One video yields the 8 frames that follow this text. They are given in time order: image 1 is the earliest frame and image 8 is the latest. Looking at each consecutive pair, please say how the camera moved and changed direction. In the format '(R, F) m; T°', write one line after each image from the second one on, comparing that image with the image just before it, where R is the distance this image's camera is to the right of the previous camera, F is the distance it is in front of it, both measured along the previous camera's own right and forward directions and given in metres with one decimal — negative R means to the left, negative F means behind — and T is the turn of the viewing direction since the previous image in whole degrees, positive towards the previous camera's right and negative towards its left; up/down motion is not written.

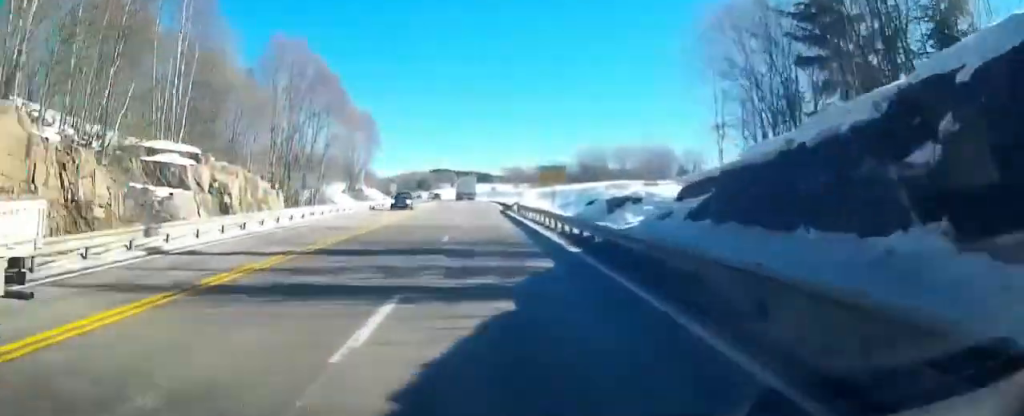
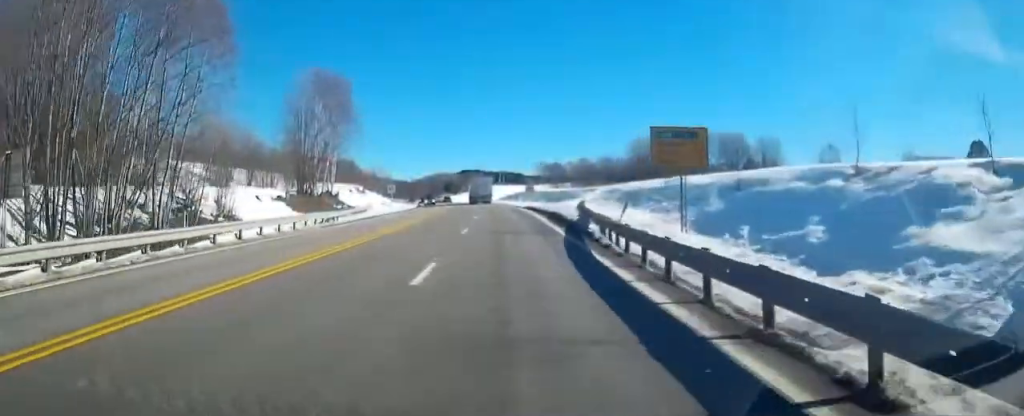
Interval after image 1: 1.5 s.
(-0.2, +33.9) m; +1°
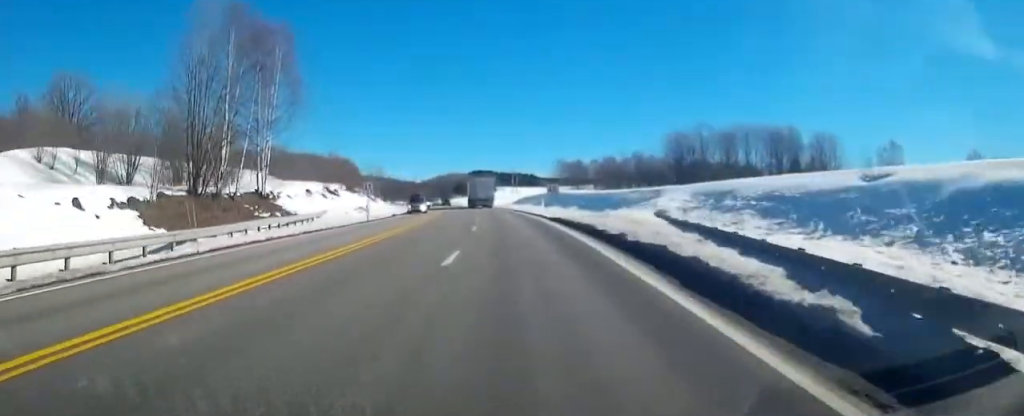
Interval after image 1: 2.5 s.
(+0.3, +22.3) m; -1°
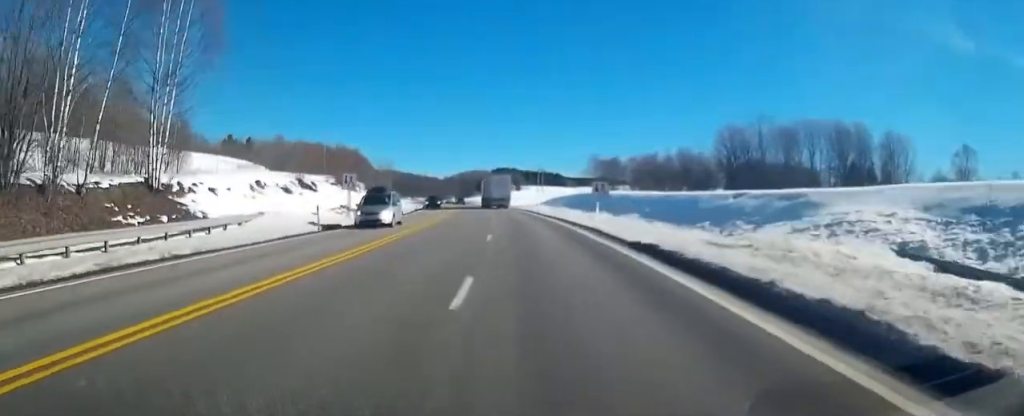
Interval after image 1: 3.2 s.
(-0.3, +17.2) m; -3°
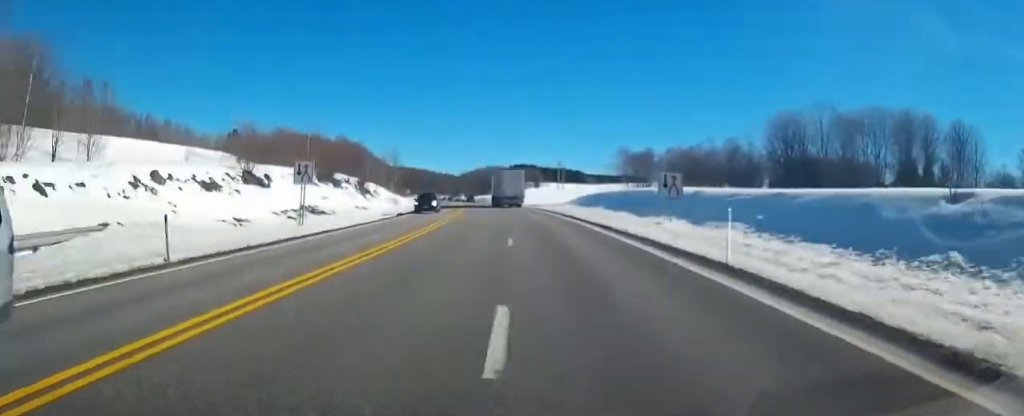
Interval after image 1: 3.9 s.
(-0.6, +15.2) m; -2°
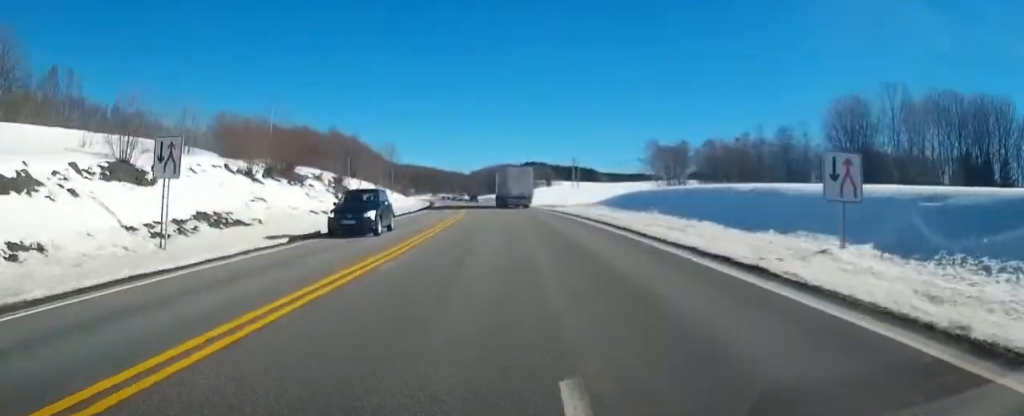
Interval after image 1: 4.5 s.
(-0.3, +15.4) m; -2°
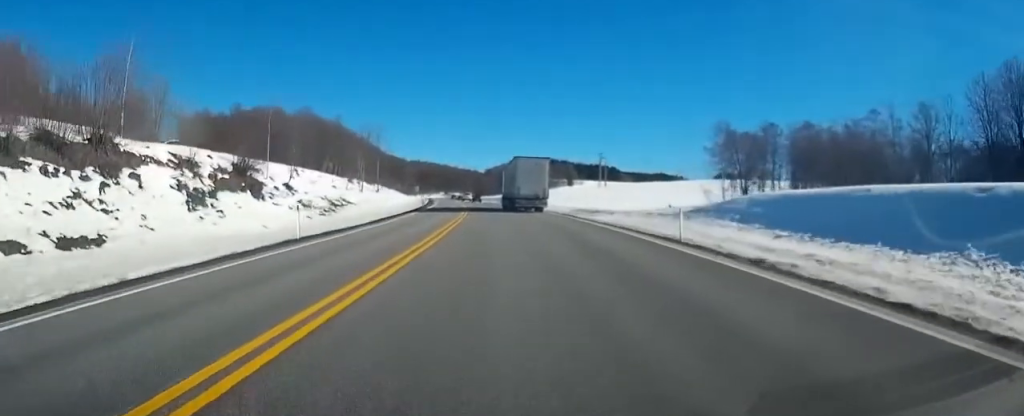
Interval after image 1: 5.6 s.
(-0.8, +27.0) m; -3°
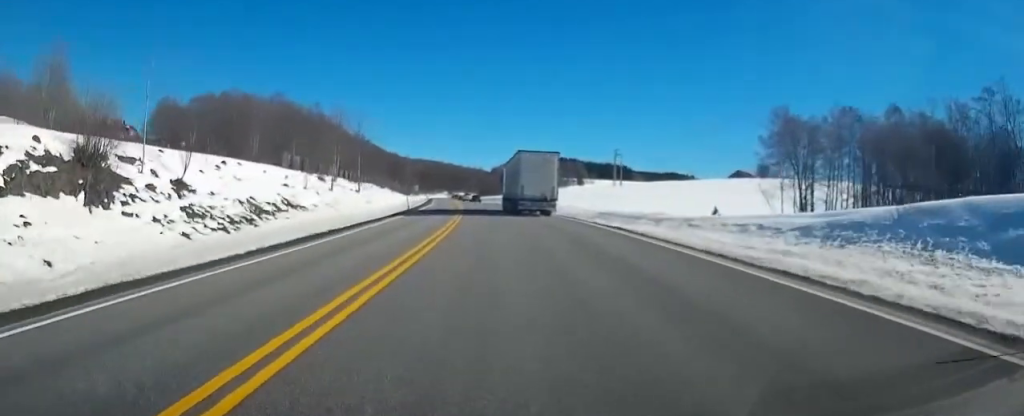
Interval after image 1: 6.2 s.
(-0.5, +15.6) m; -1°
